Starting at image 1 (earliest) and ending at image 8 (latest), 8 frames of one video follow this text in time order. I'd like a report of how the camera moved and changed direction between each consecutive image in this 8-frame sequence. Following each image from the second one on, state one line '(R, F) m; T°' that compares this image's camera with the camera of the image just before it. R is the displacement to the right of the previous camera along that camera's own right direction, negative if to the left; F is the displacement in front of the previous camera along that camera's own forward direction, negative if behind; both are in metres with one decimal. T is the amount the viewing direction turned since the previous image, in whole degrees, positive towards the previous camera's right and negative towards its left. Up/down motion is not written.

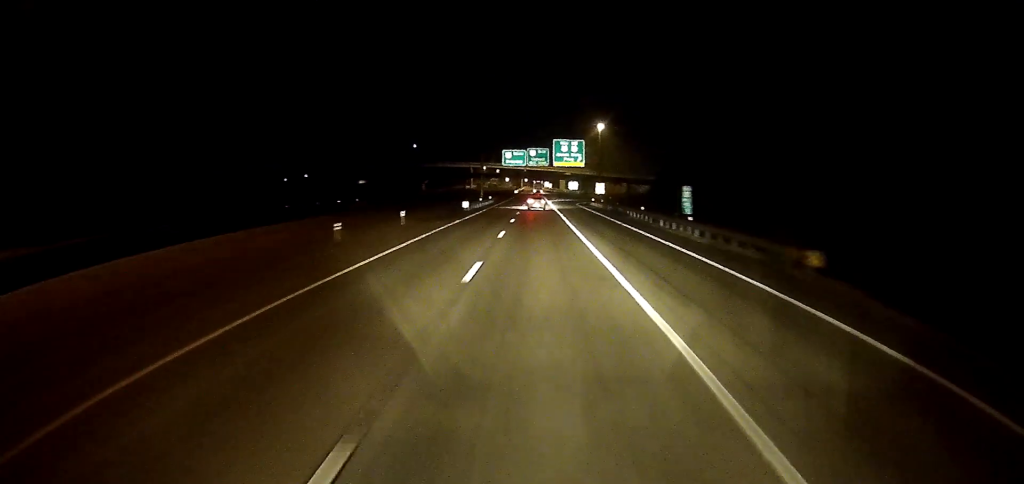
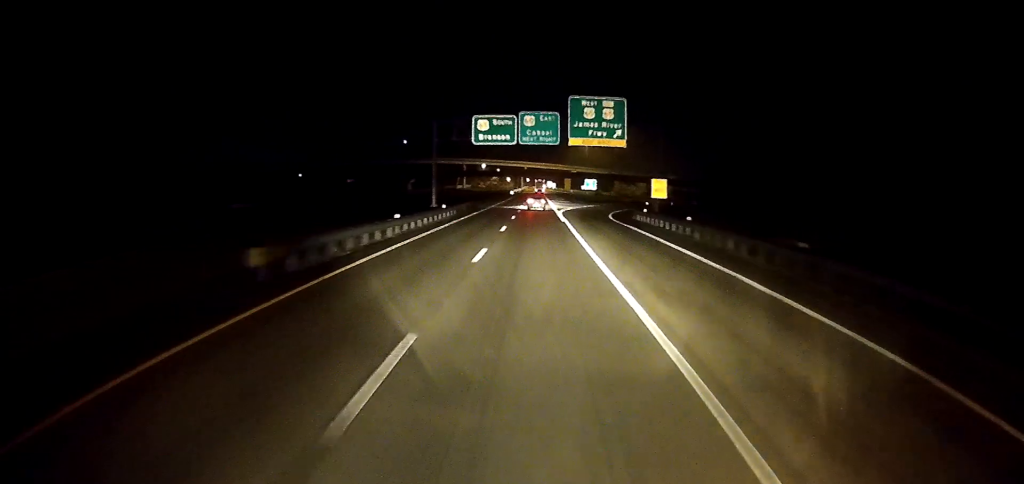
(-0.4, +45.3) m; 0°
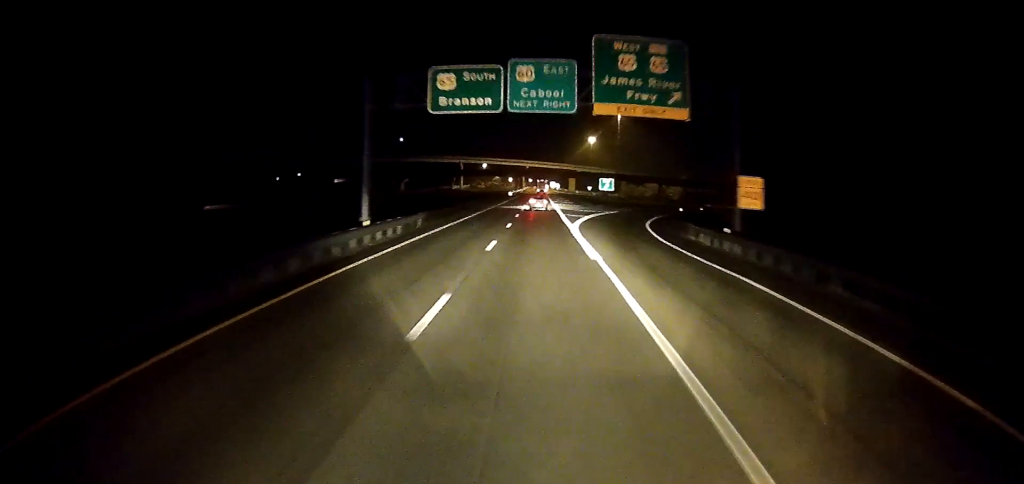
(+0.3, +21.2) m; 0°
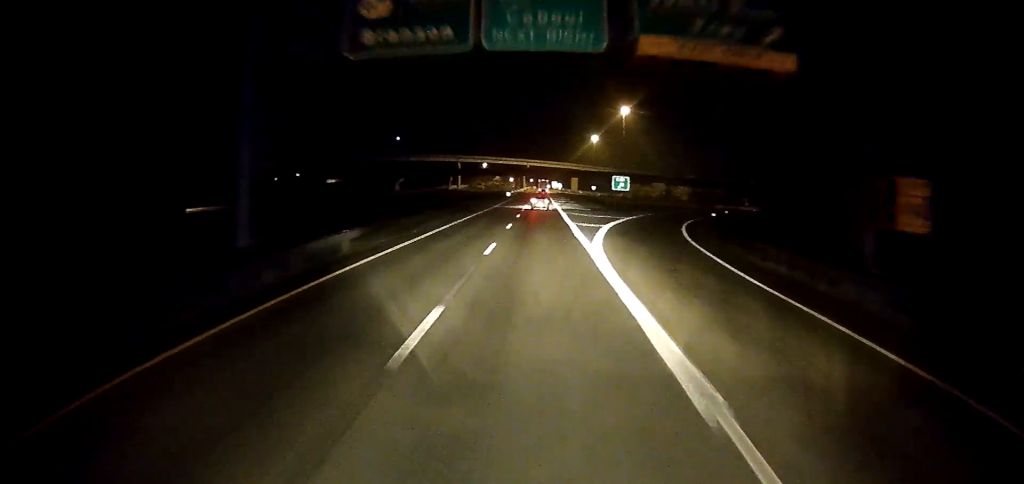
(-0.3, +13.5) m; 0°
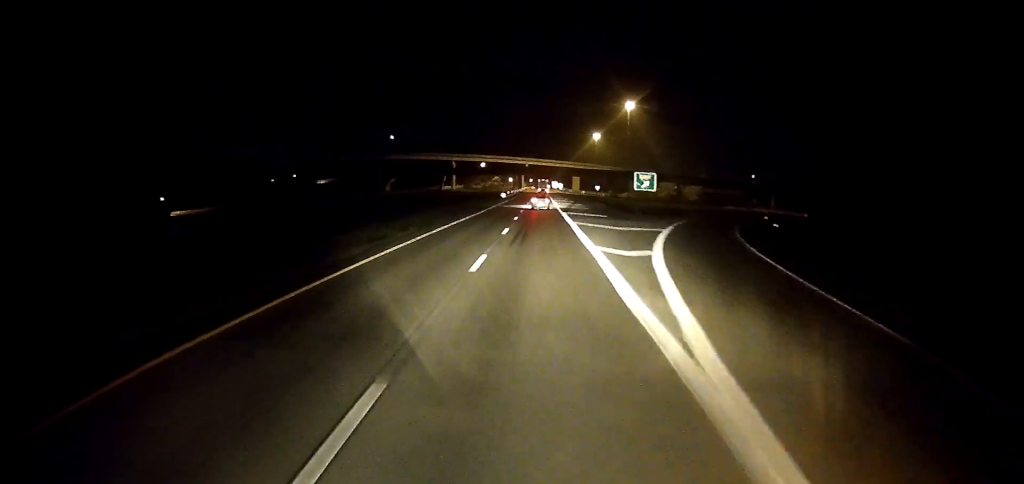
(-0.2, +16.3) m; 0°
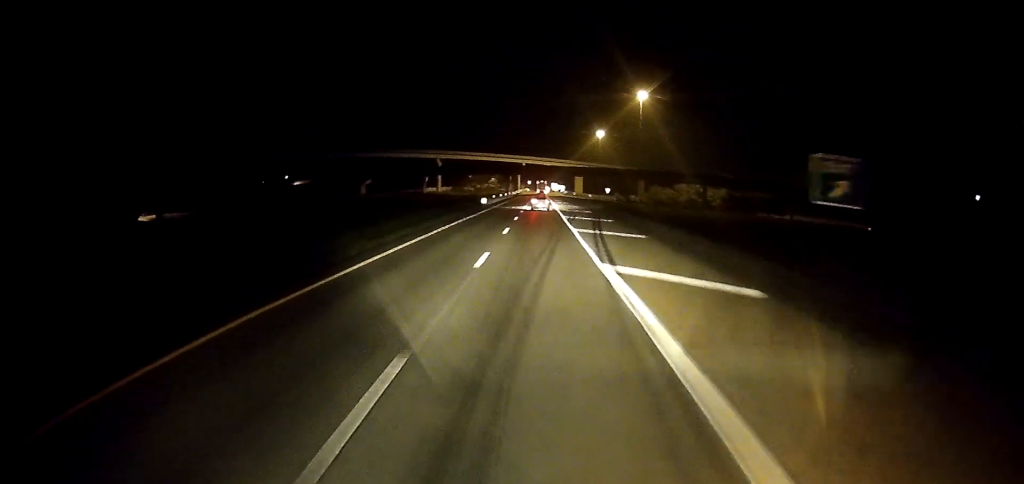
(+0.1, +35.2) m; +1°
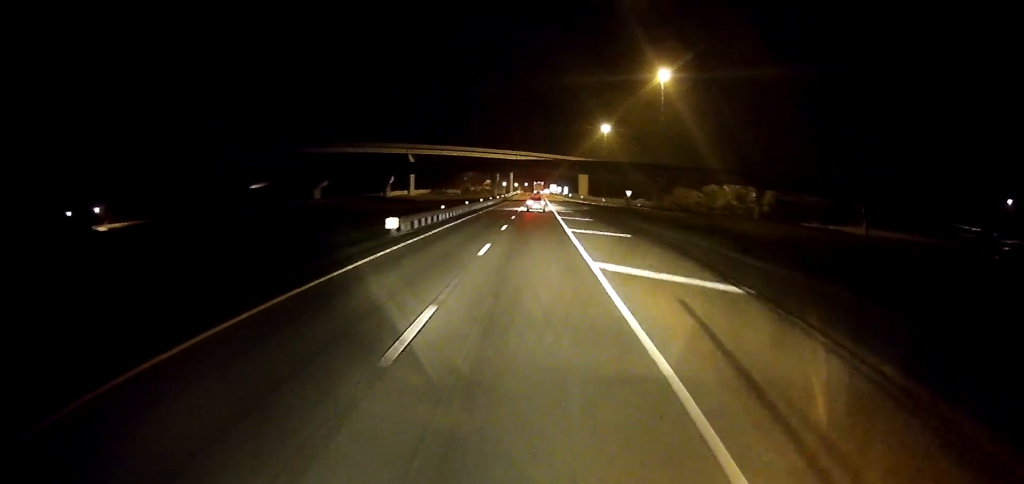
(+0.9, +45.4) m; +1°
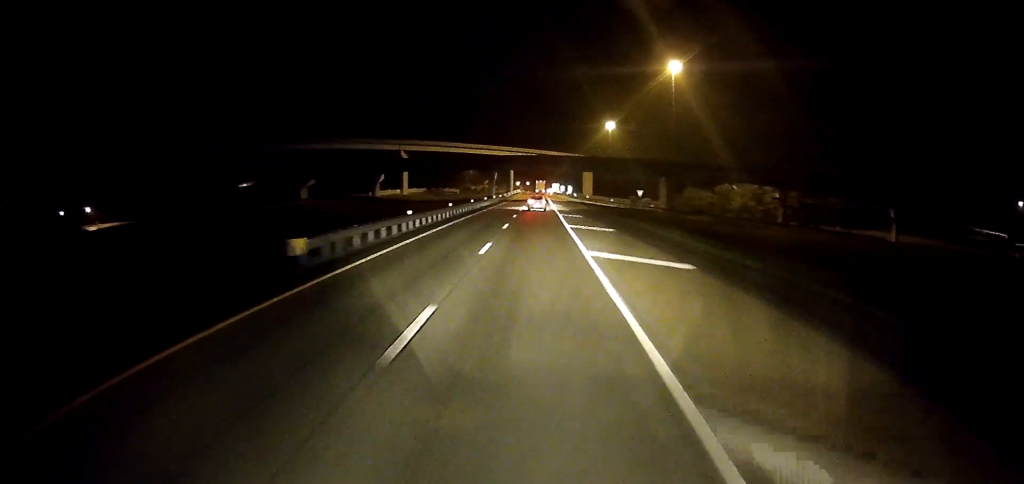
(-0.3, +12.1) m; -1°
